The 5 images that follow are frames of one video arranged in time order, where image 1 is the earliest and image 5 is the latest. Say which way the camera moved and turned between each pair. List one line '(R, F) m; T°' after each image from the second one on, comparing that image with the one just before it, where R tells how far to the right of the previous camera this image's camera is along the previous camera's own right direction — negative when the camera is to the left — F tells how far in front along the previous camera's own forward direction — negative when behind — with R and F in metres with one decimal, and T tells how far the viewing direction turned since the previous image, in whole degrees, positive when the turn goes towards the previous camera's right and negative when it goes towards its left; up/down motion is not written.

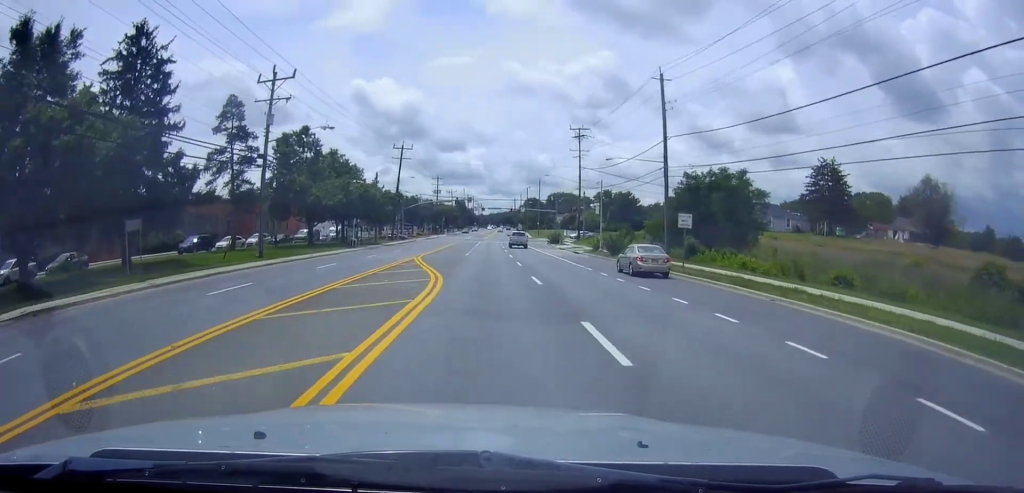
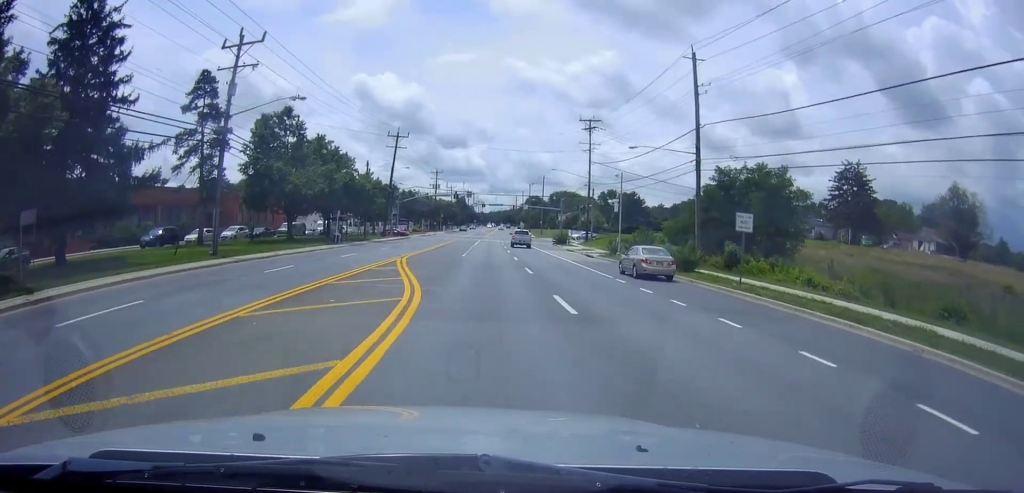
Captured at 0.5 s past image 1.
(-0.1, +6.6) m; 0°
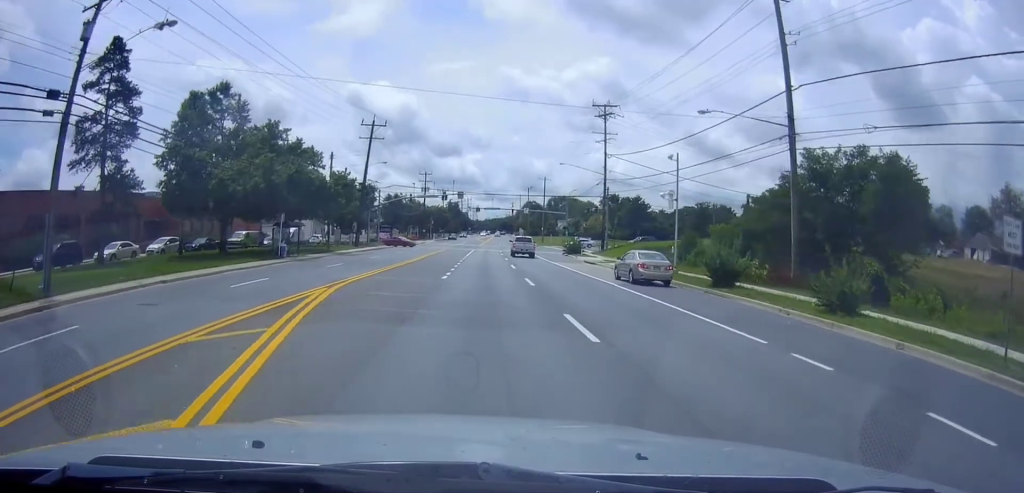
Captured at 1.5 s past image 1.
(+0.3, +13.2) m; 0°
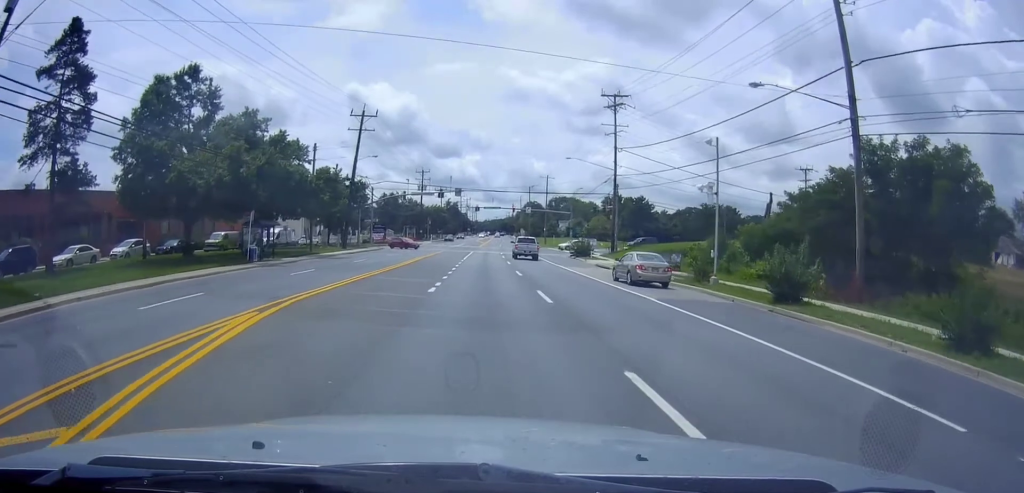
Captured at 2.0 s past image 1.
(-0.1, +5.2) m; -1°
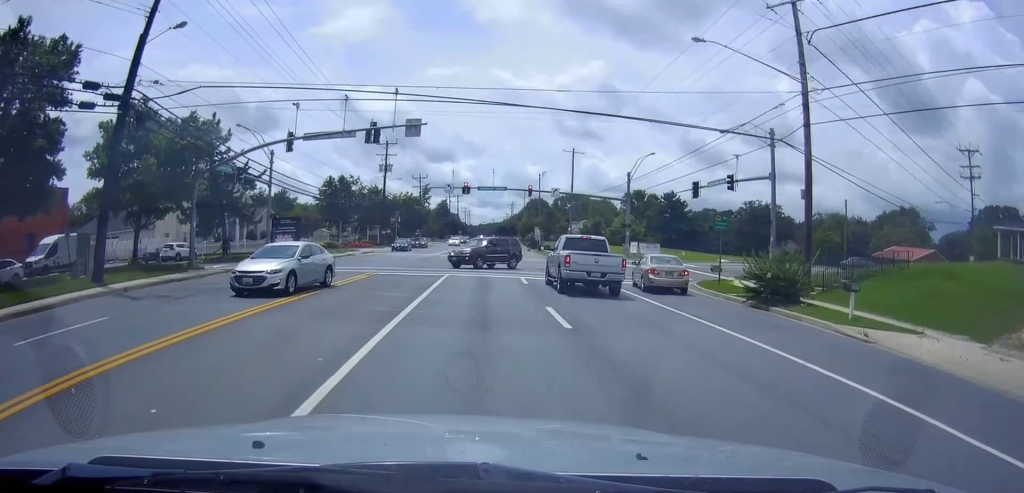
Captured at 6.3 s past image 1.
(-1.5, +35.8) m; -1°
